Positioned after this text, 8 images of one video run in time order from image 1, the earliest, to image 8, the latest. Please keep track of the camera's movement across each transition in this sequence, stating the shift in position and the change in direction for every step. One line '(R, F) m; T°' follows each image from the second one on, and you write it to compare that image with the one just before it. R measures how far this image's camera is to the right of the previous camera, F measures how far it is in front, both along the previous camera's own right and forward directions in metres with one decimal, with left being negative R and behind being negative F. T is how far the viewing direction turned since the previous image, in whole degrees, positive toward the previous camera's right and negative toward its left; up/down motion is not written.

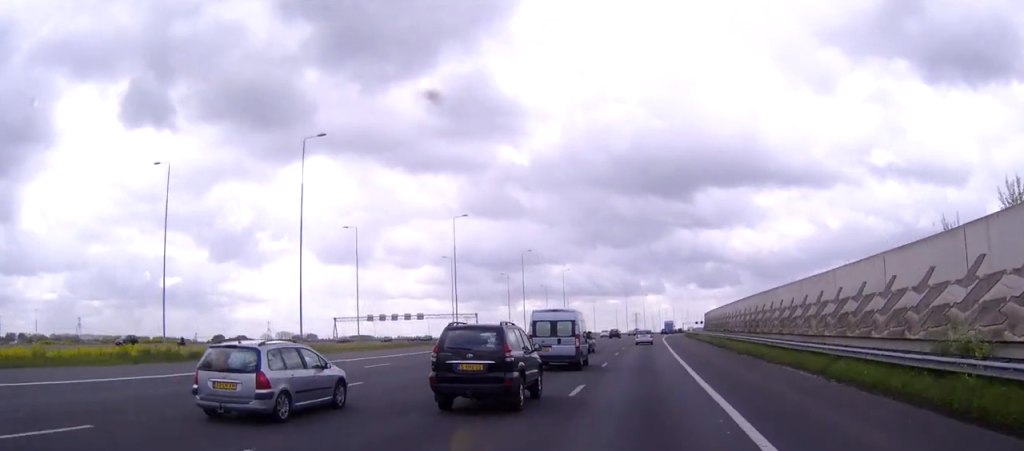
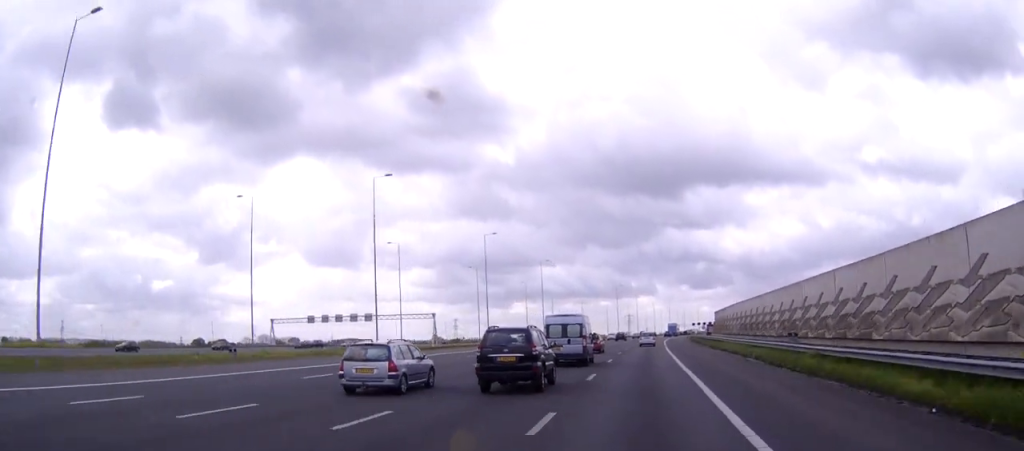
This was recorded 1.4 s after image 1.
(+0.1, +32.4) m; 0°
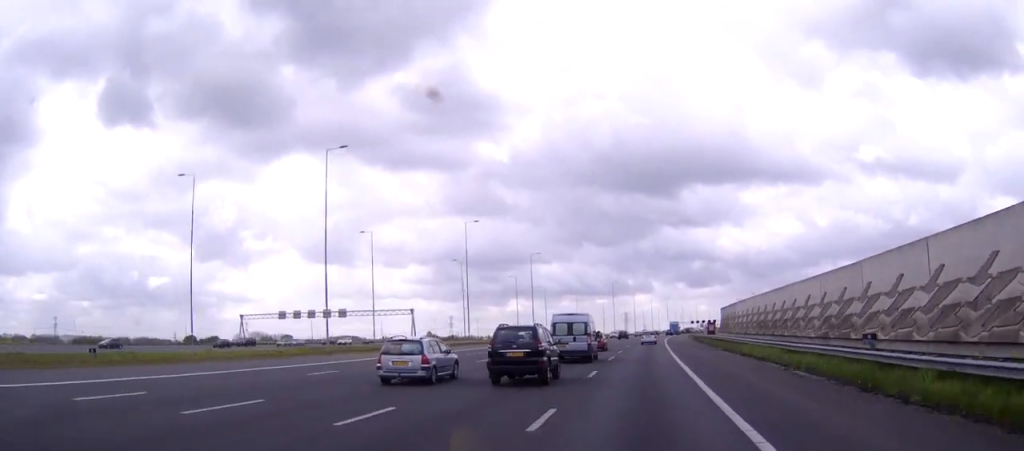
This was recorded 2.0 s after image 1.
(0.0, +12.8) m; 0°
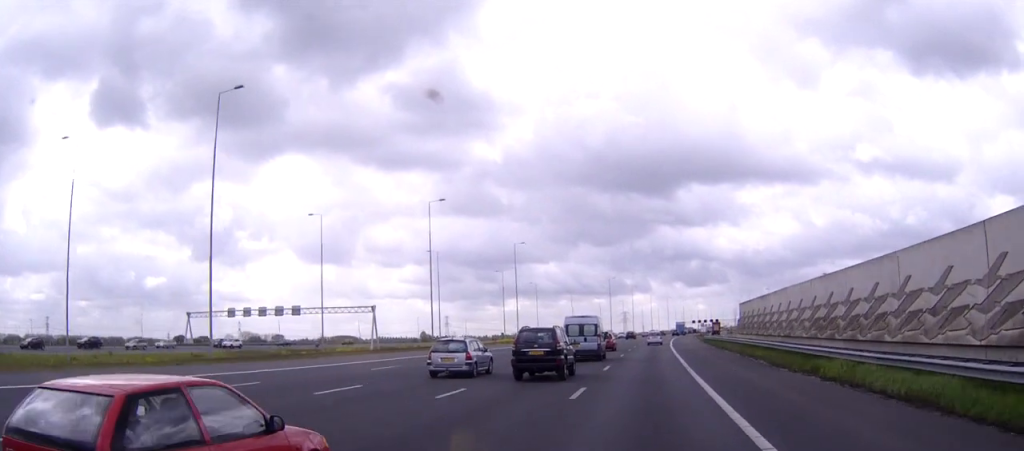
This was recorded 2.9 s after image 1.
(0.0, +20.3) m; 0°
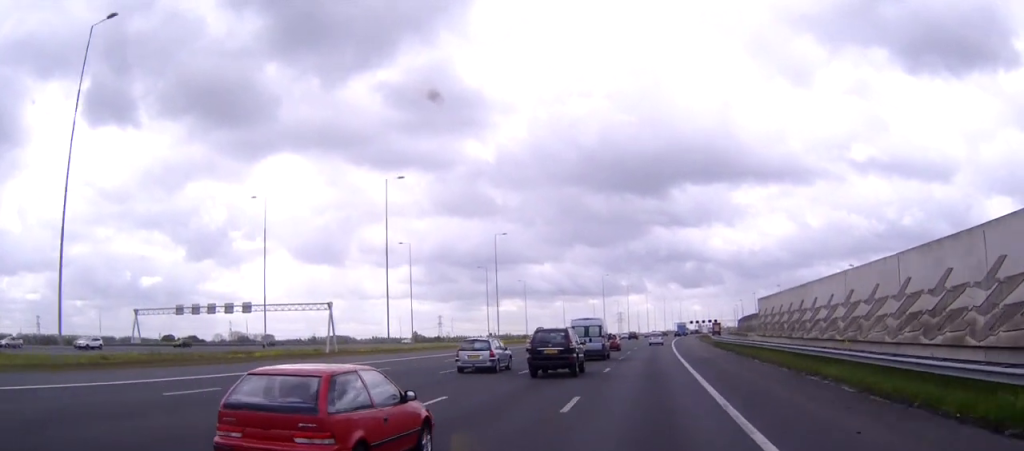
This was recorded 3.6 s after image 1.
(0.0, +15.8) m; 0°
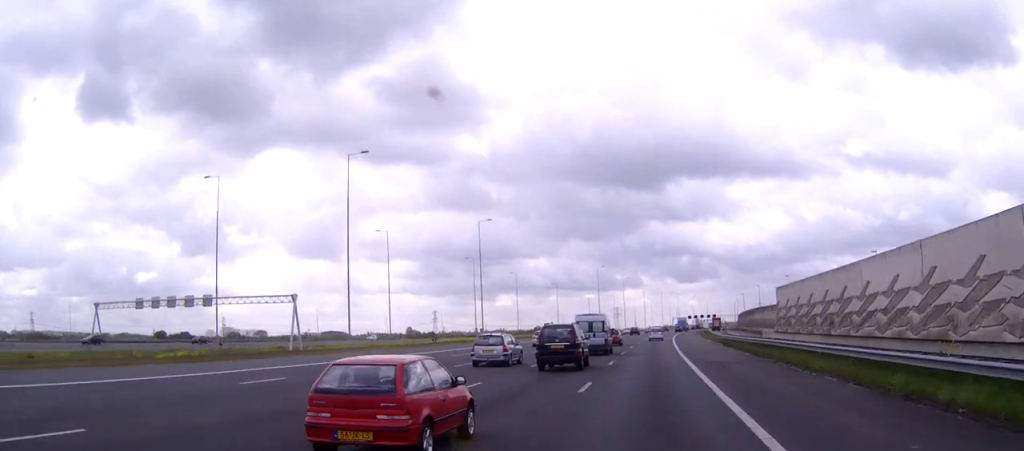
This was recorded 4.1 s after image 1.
(0.0, +10.6) m; 0°
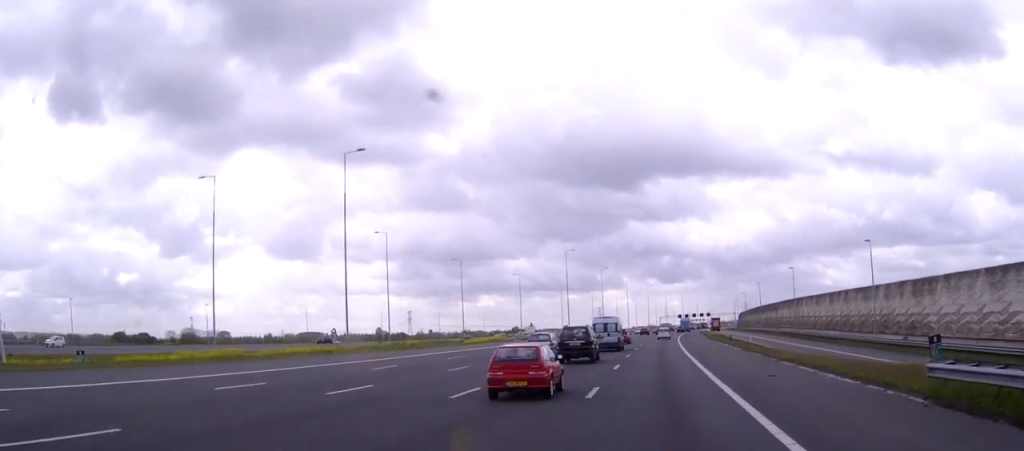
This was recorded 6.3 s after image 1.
(+0.5, +51.6) m; +1°
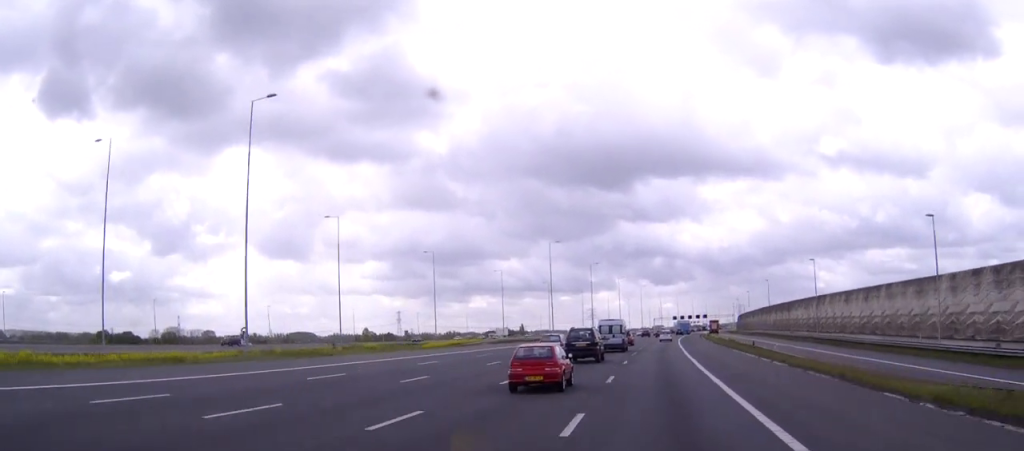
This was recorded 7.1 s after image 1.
(+0.1, +18.2) m; +1°
